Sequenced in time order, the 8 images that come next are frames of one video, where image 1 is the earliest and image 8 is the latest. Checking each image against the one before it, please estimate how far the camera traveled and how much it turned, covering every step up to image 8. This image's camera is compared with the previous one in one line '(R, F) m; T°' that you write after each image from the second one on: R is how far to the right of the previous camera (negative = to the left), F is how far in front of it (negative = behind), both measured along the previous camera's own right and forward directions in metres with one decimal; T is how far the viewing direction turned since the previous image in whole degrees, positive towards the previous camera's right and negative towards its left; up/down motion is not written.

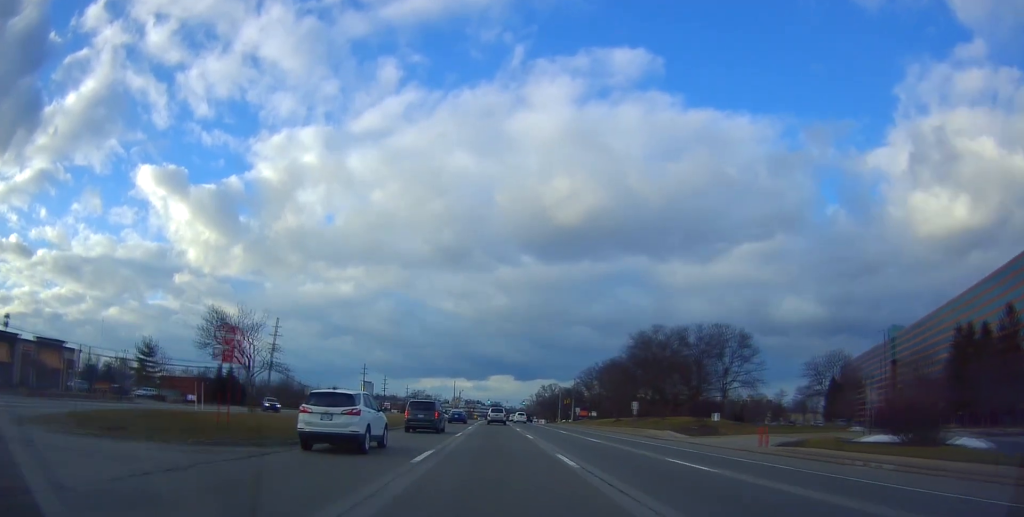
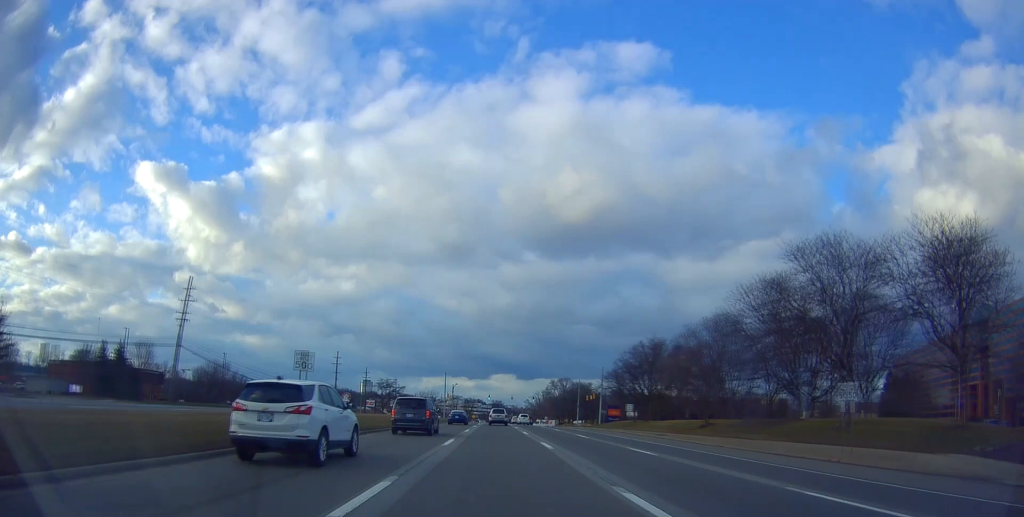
(-0.7, +38.4) m; 0°
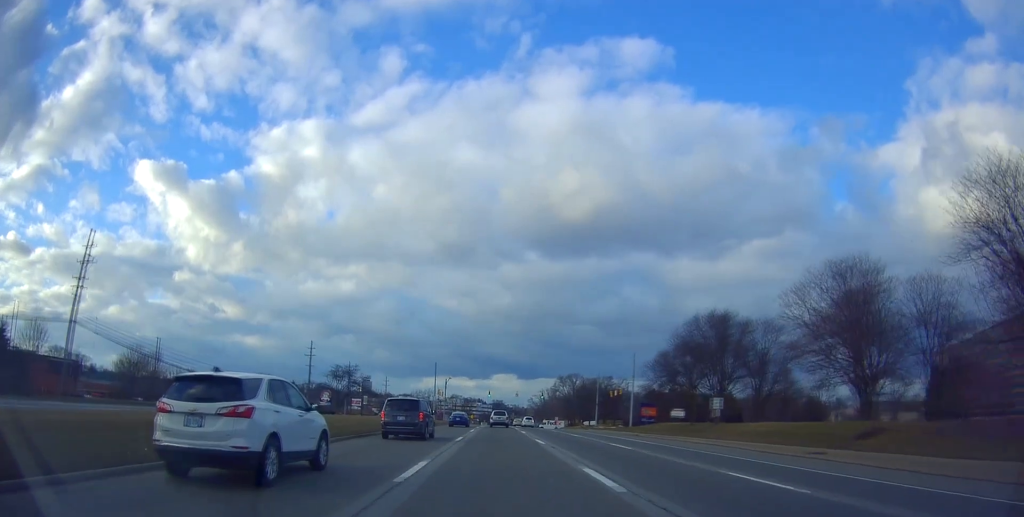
(+0.6, +25.8) m; +1°
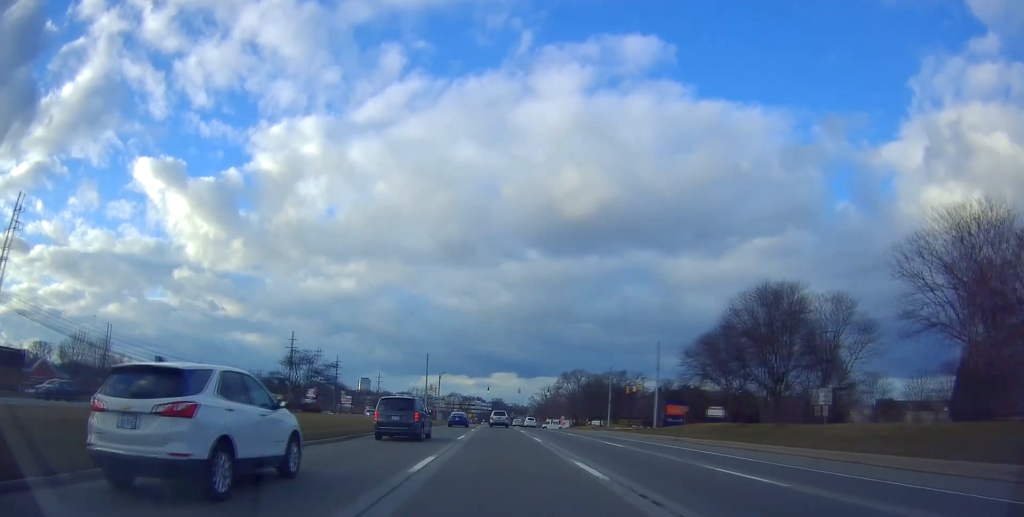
(-0.3, +14.1) m; 0°
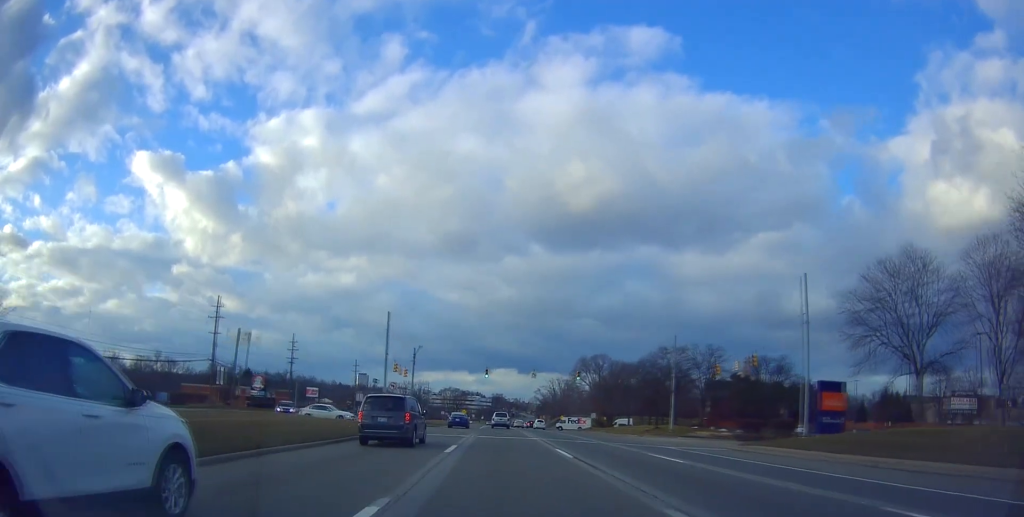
(-0.4, +39.1) m; -1°
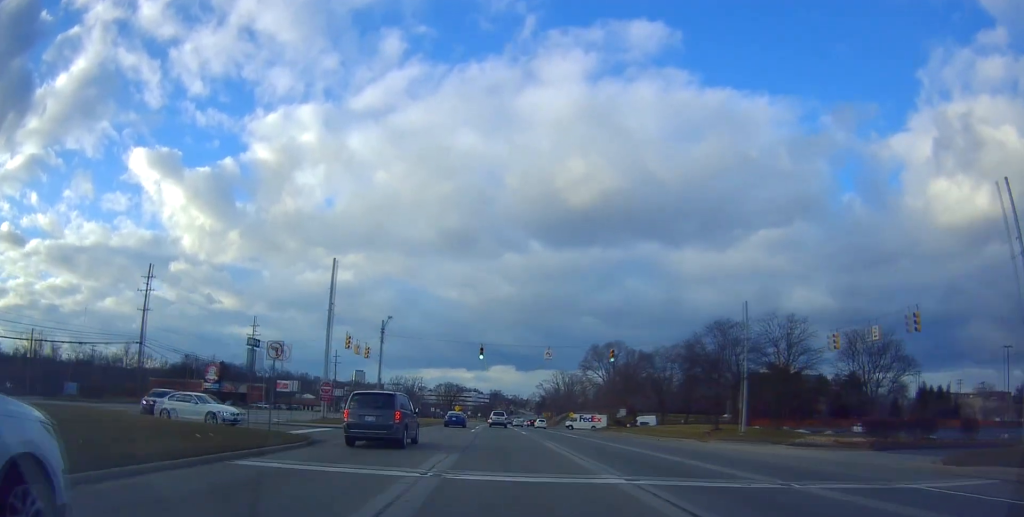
(0.0, +21.9) m; +1°
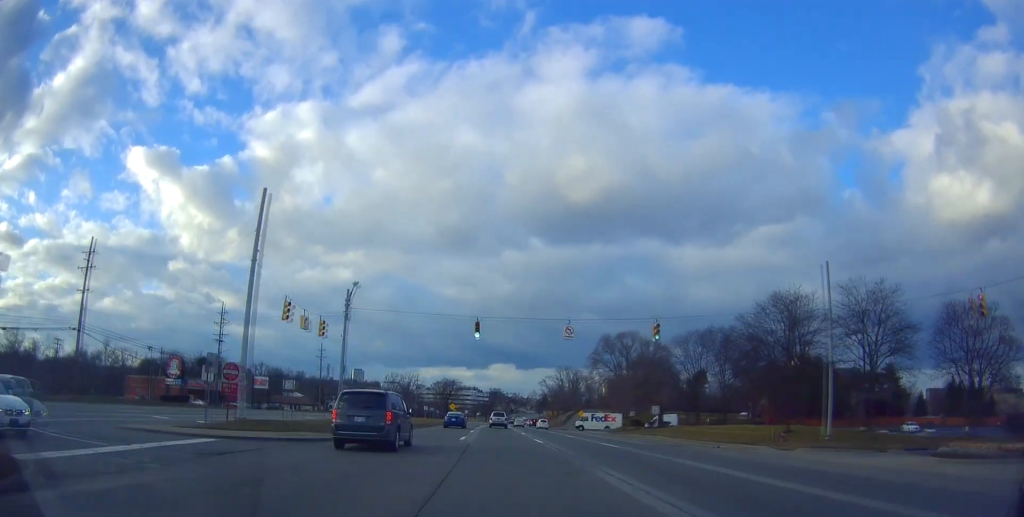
(+0.1, +14.0) m; +1°
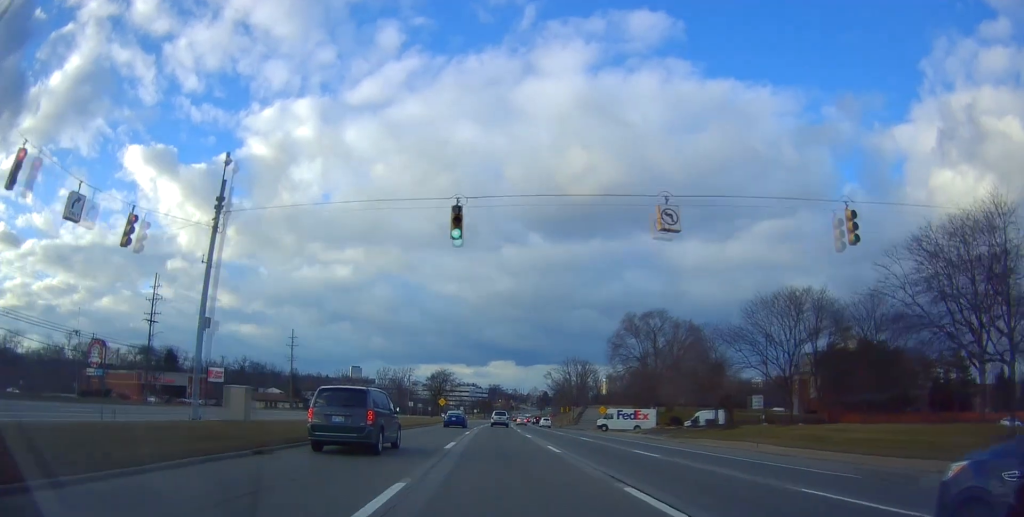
(+0.2, +21.9) m; 0°
